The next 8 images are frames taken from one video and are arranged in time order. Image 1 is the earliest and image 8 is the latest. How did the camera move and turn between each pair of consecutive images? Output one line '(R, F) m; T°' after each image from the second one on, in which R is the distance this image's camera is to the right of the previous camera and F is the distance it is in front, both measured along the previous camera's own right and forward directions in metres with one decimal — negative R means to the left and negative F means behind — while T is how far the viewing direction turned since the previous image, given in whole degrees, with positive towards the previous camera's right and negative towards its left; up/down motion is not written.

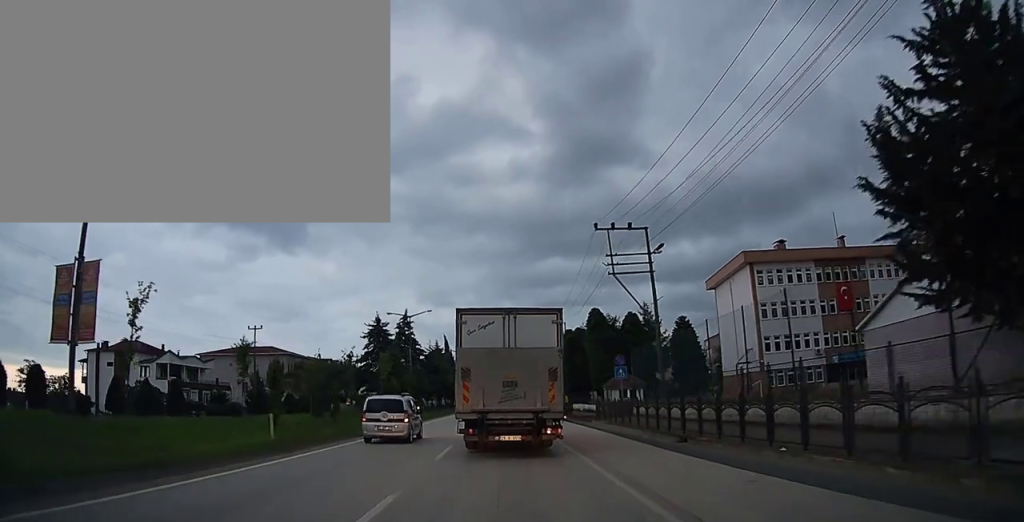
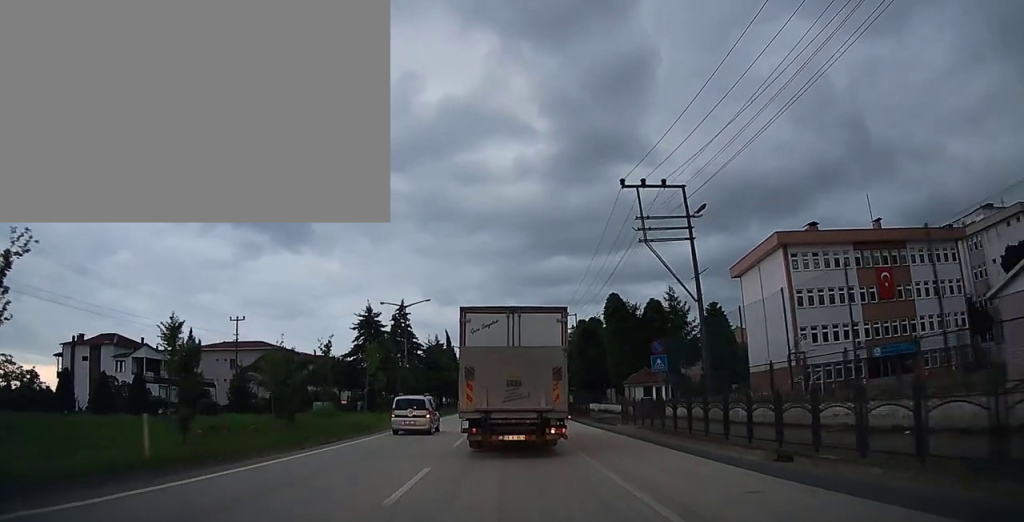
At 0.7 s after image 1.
(-0.1, +6.6) m; -1°
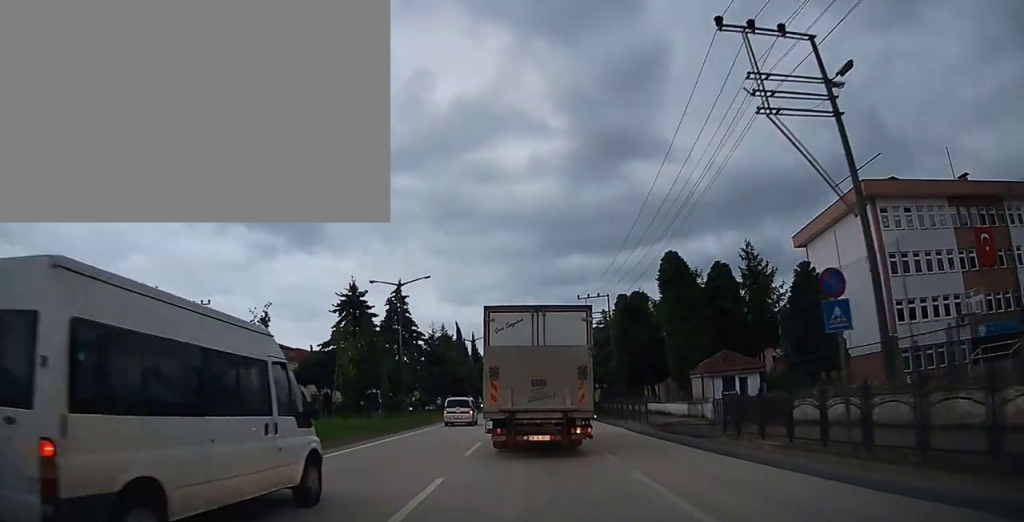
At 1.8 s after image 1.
(-0.1, +11.4) m; -2°
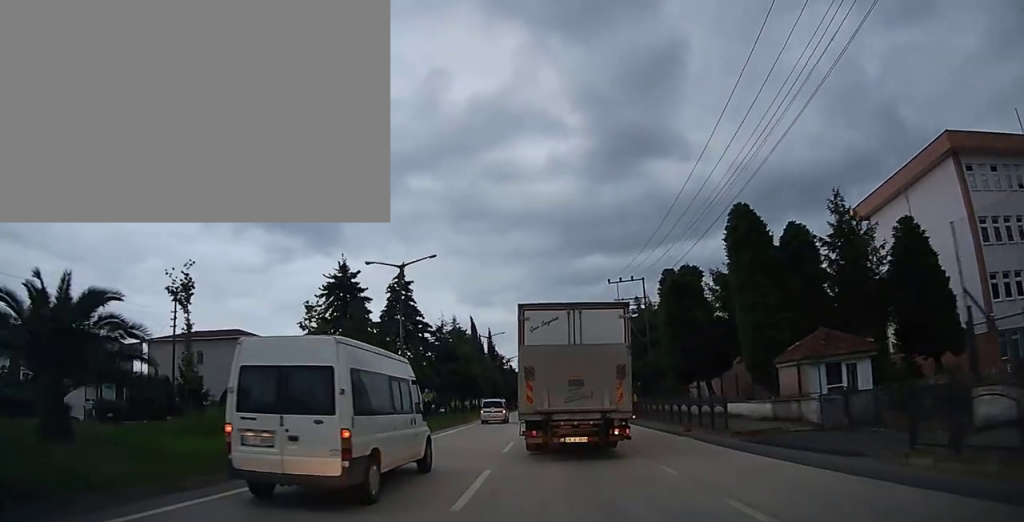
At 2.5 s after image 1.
(-0.1, +7.4) m; -2°
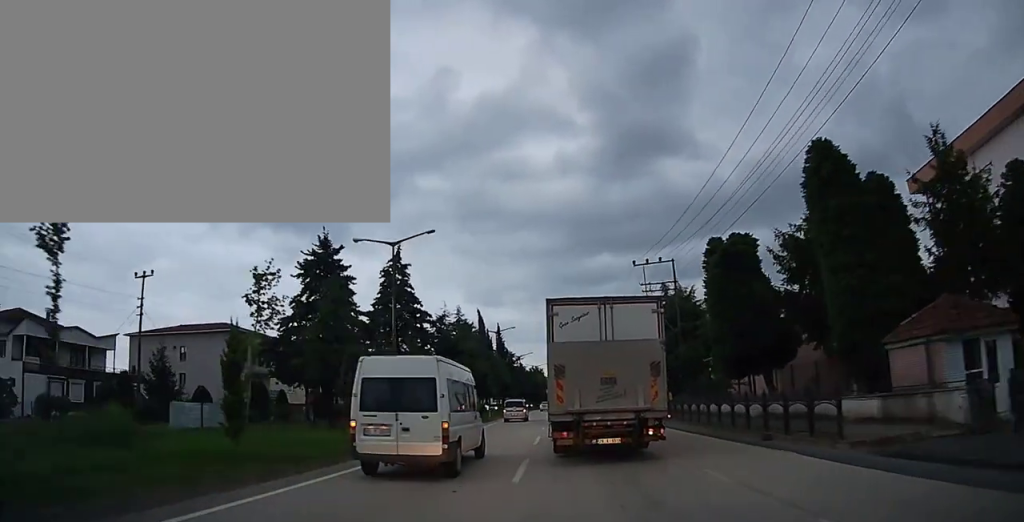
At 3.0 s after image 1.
(0.0, +5.8) m; -1°
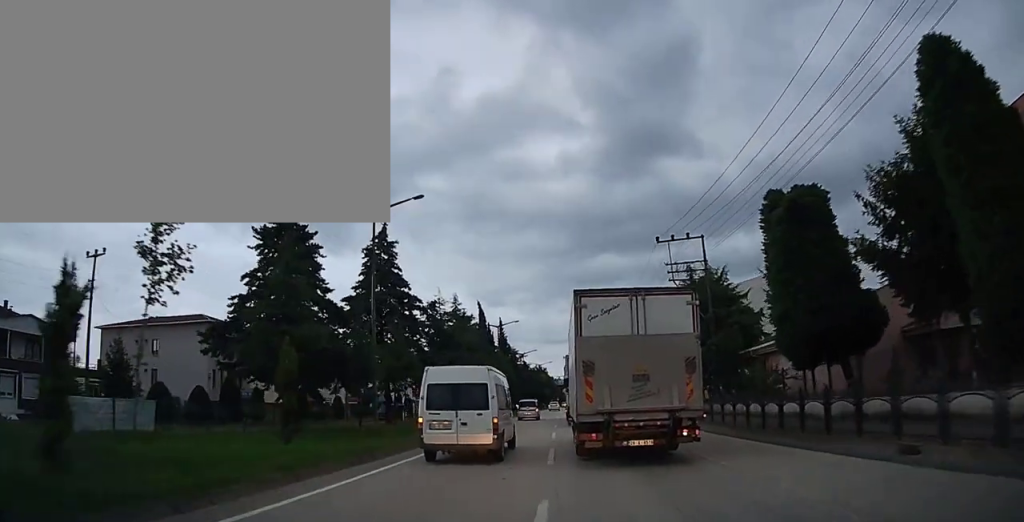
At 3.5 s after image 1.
(-0.1, +6.0) m; 0°
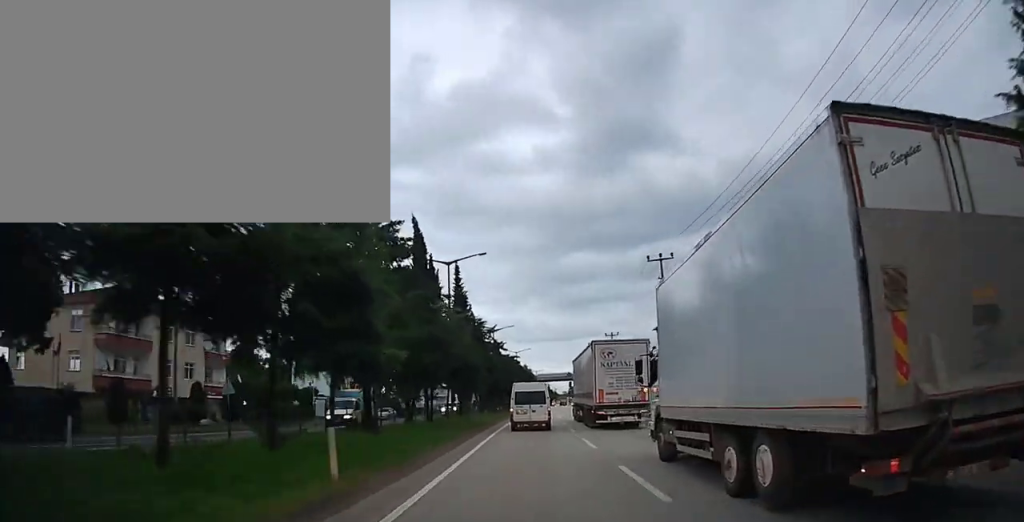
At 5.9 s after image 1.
(+0.8, +32.4) m; +3°
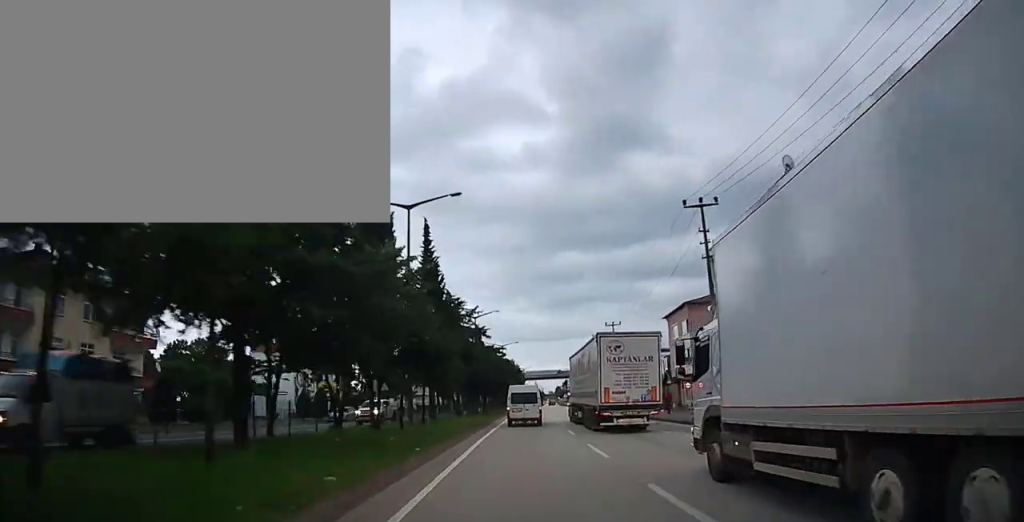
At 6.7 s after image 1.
(0.0, +11.6) m; +1°
